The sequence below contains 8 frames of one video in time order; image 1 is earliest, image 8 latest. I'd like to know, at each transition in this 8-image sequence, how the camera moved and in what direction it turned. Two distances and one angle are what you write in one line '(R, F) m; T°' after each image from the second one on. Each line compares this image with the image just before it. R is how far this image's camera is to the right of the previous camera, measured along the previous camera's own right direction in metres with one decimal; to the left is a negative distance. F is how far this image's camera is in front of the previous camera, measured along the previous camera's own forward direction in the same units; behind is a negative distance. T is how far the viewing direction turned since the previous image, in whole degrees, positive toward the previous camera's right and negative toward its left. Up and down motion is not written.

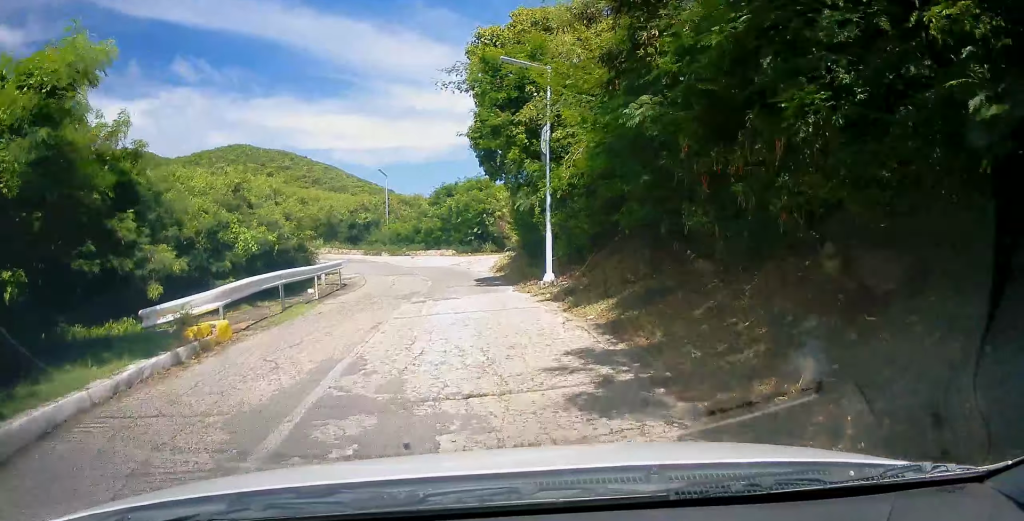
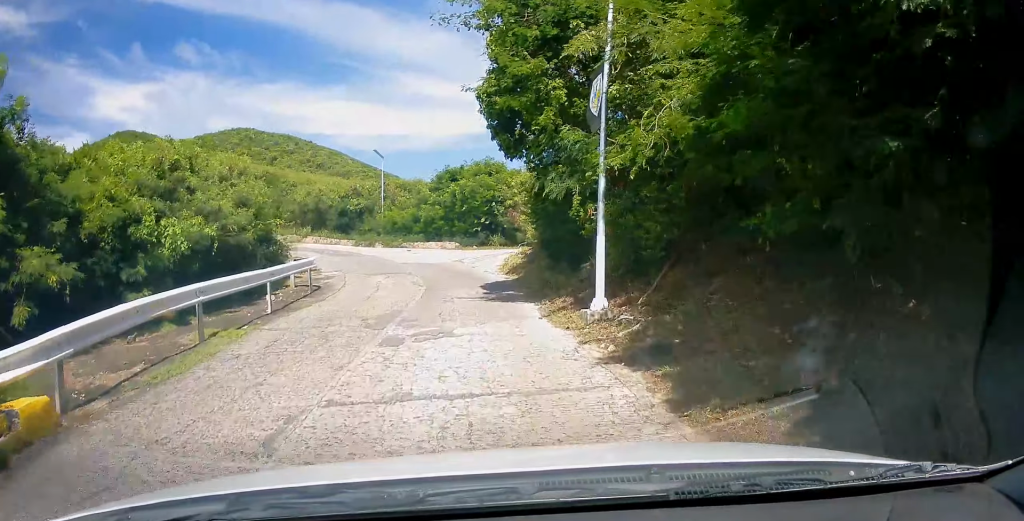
(0.0, +4.8) m; 0°
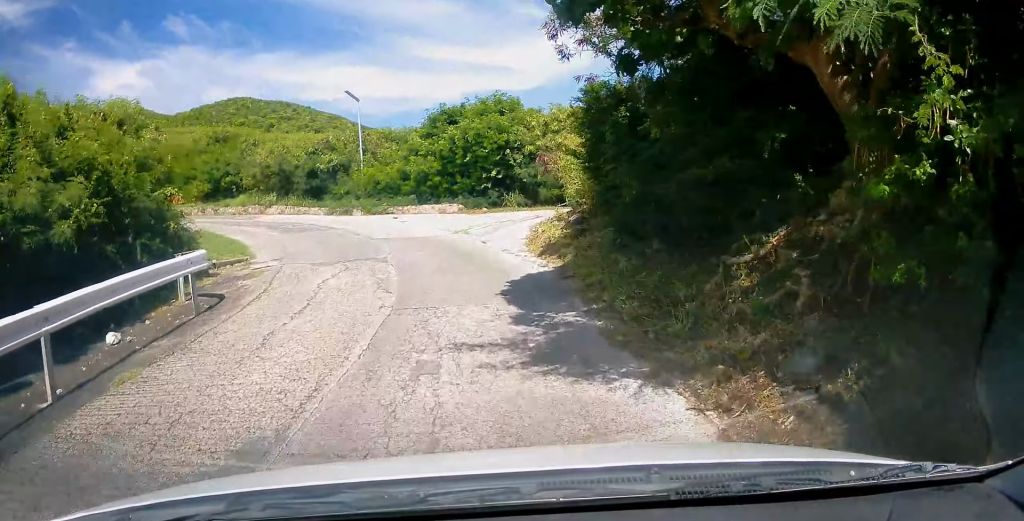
(0.0, +8.2) m; -2°
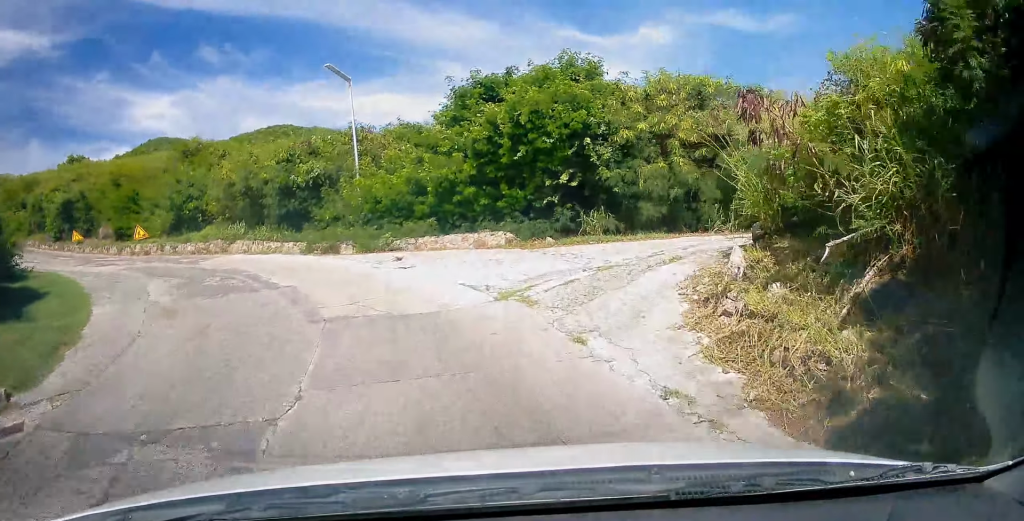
(-0.4, +9.7) m; -7°
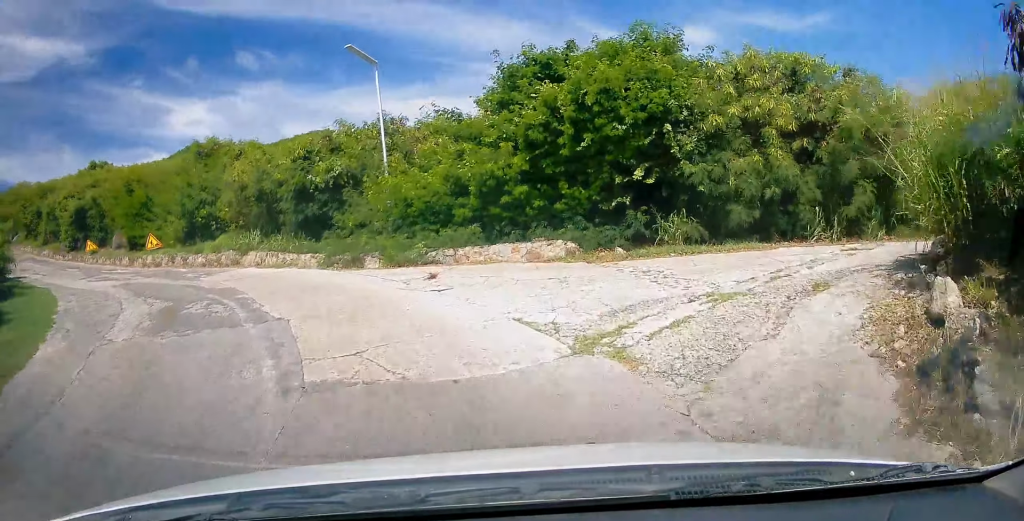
(+0.1, +2.8) m; -4°
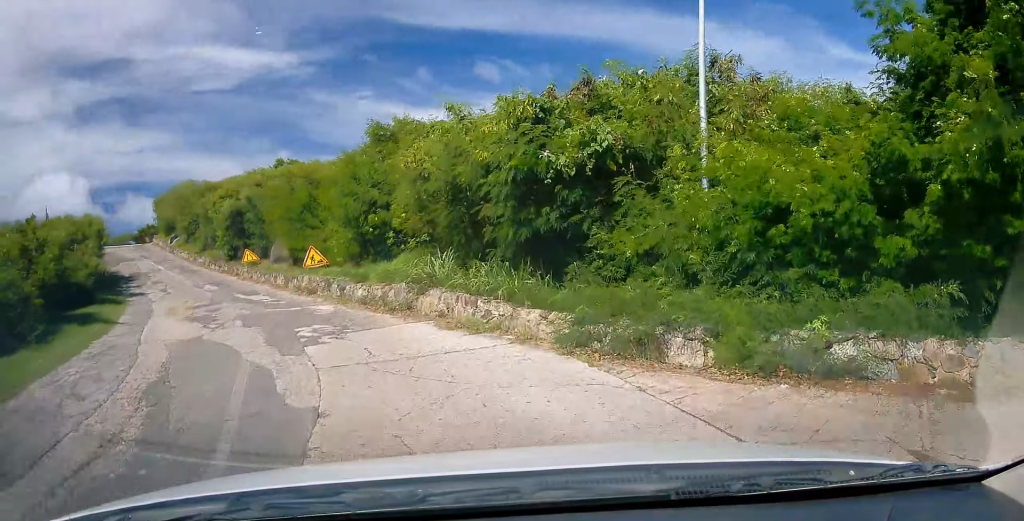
(-1.6, +7.8) m; -23°
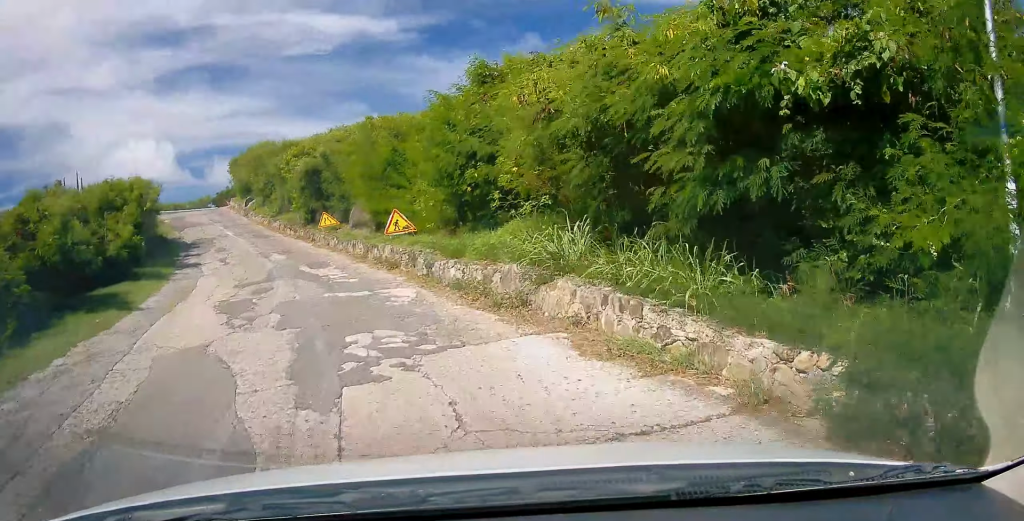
(-0.2, +3.6) m; -10°
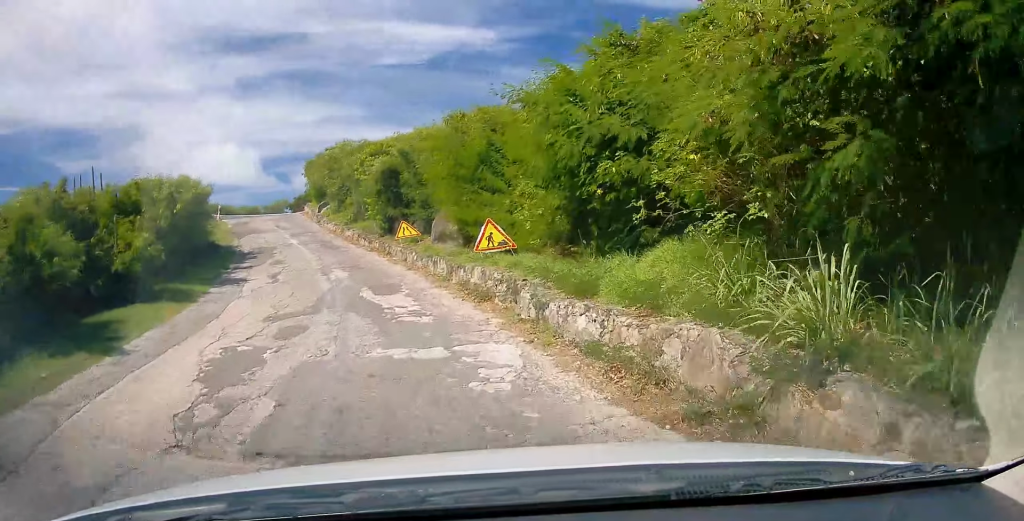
(-0.5, +4.0) m; -6°
